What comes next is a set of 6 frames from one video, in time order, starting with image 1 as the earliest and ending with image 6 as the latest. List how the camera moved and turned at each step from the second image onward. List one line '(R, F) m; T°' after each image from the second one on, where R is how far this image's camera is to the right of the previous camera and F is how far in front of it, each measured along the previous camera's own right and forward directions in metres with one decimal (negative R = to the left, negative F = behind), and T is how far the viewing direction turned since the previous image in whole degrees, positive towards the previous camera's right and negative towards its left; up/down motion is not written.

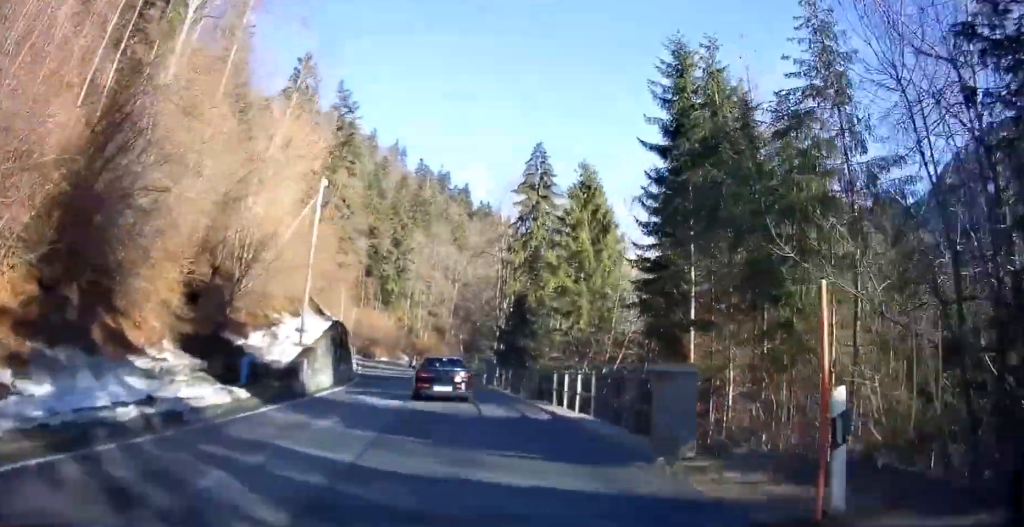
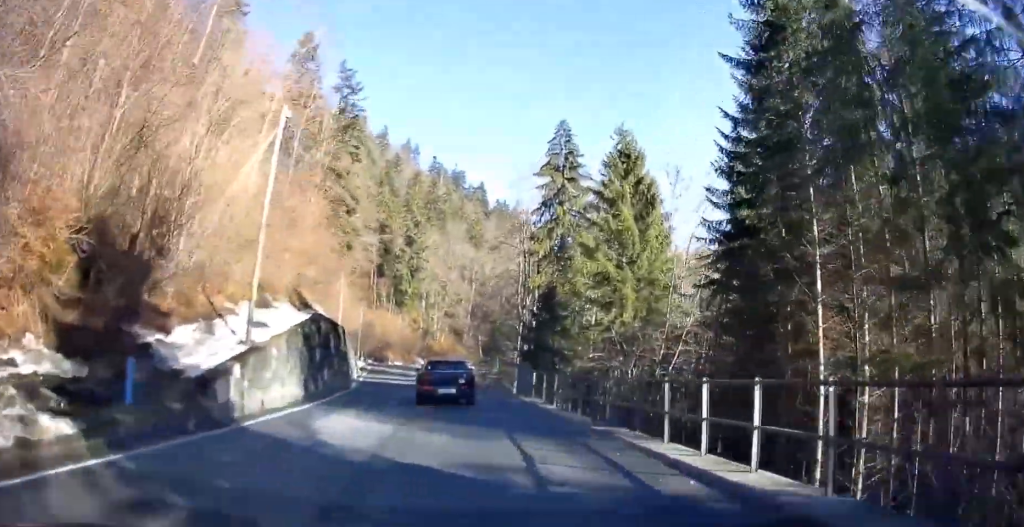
(0.0, +8.3) m; -3°
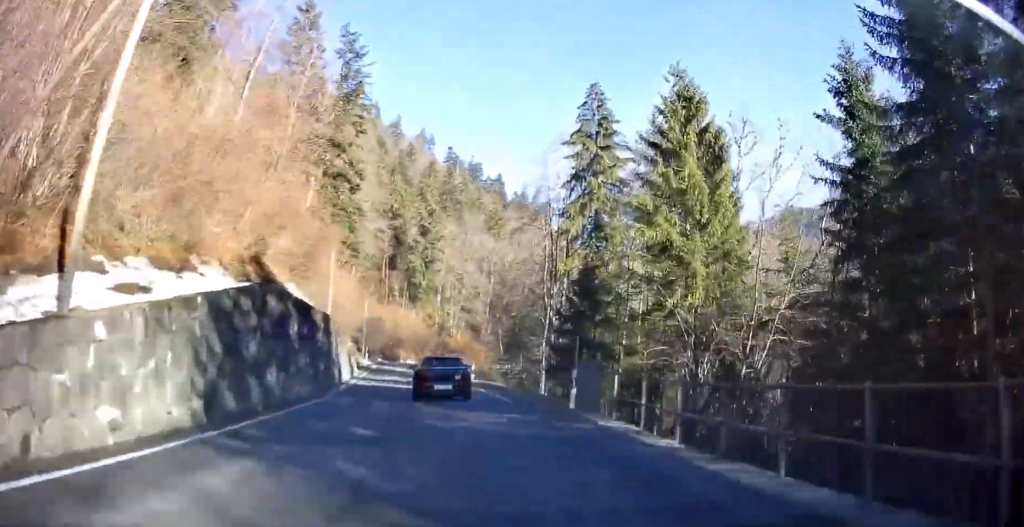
(-0.6, +8.7) m; -1°
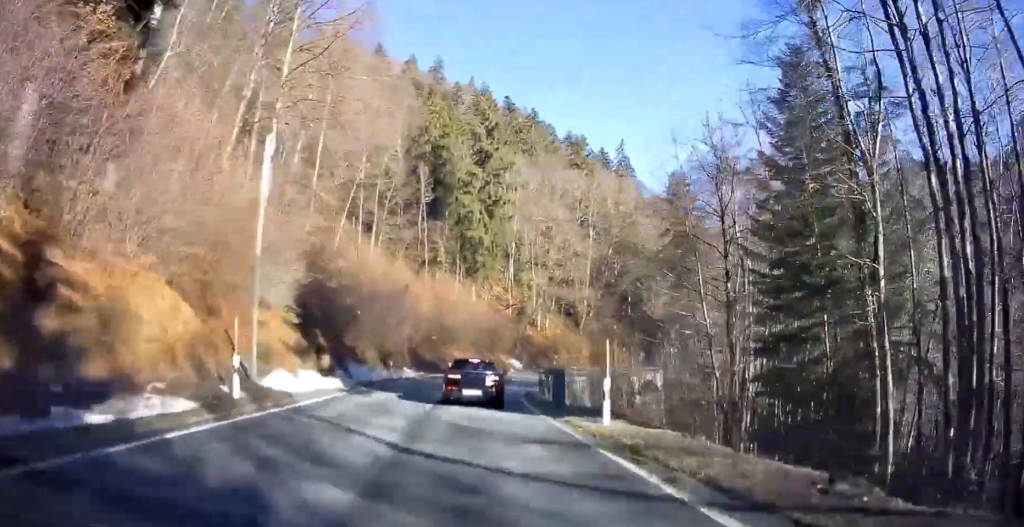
(-1.3, +50.1) m; -3°
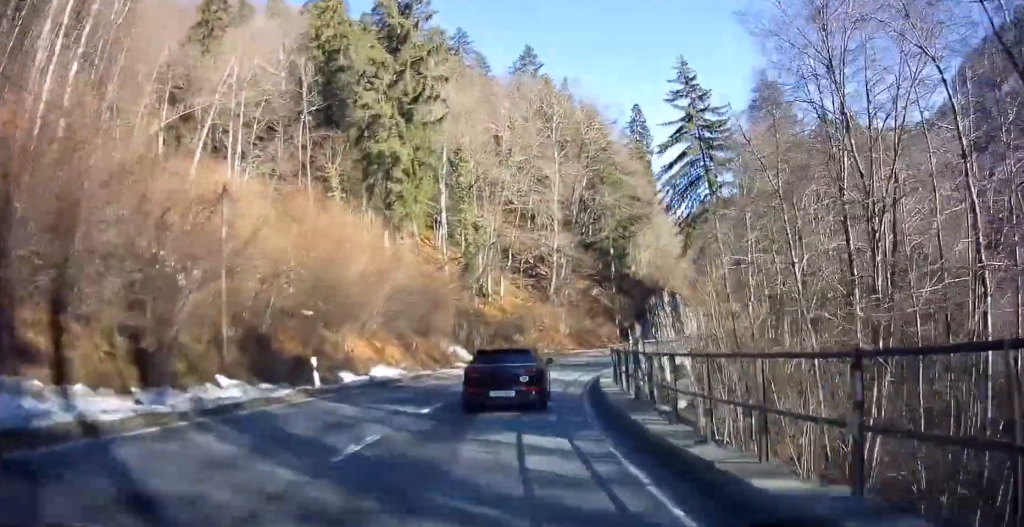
(-0.1, +30.4) m; +5°
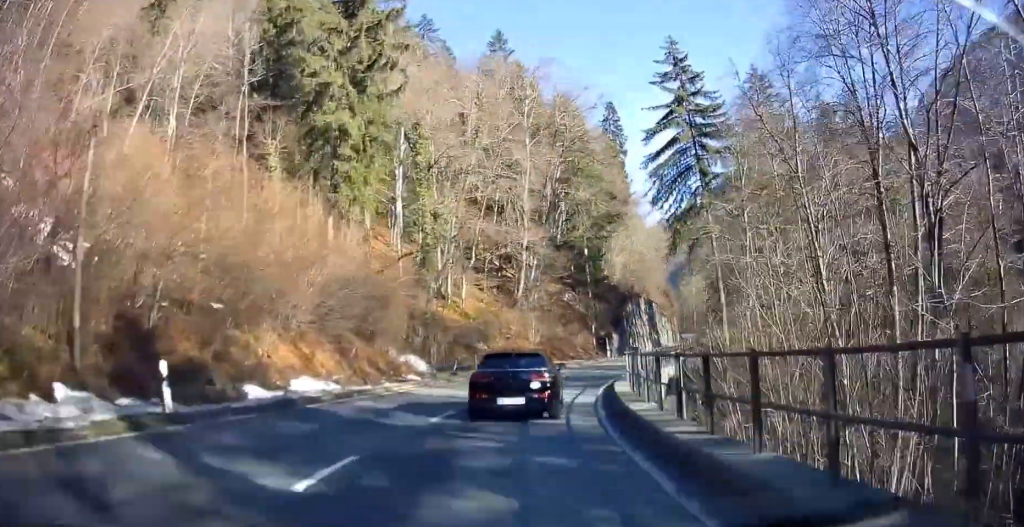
(+0.7, +7.5) m; +4°
